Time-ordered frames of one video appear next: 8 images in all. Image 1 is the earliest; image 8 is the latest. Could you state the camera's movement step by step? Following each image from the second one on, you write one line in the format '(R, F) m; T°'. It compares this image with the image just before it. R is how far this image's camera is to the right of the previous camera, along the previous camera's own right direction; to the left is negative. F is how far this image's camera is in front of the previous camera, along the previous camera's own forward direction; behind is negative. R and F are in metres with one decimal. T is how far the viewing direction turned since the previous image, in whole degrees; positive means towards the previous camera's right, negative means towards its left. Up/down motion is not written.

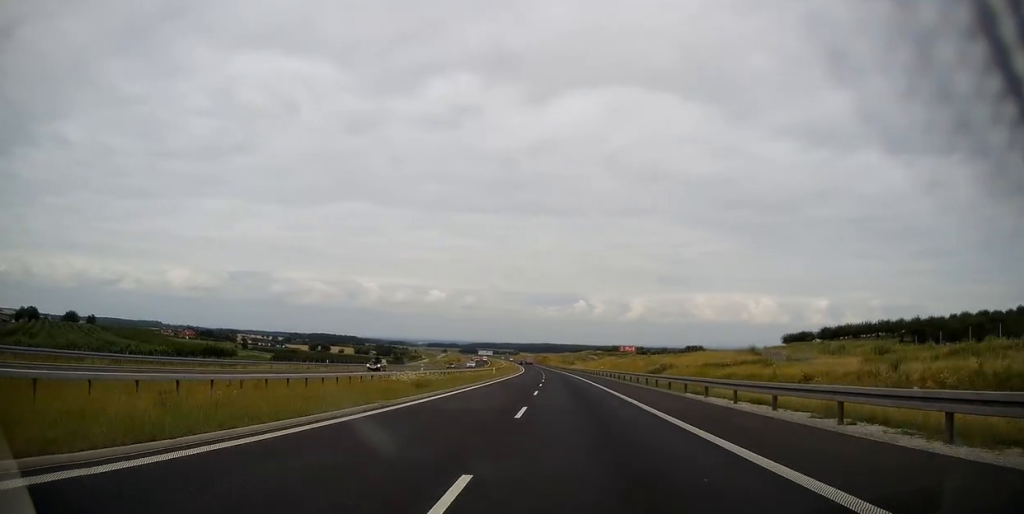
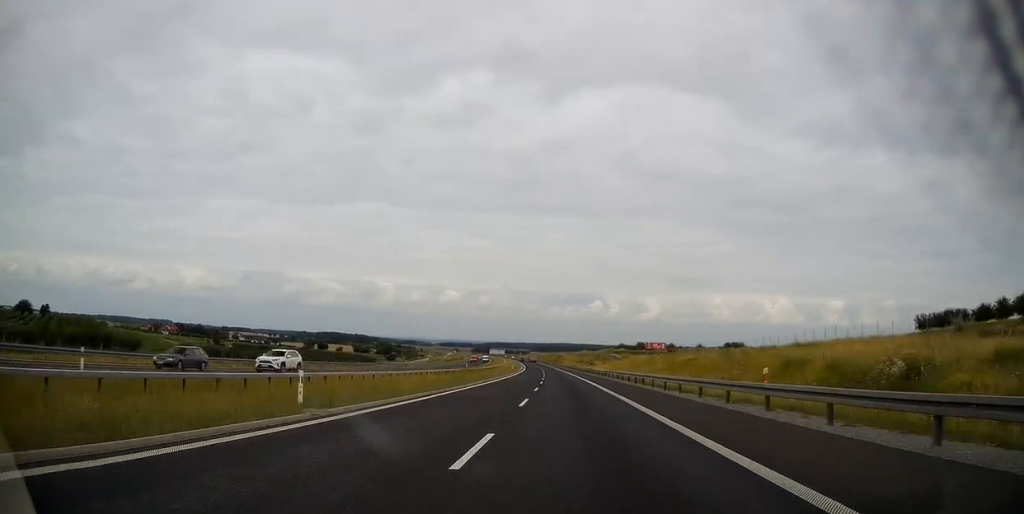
(-0.5, +55.8) m; -1°
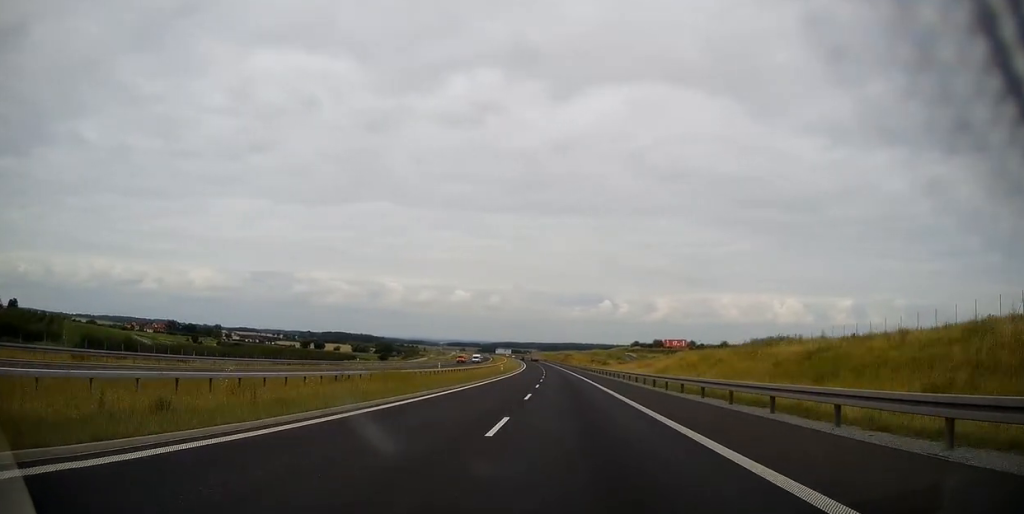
(-0.3, +33.8) m; -1°
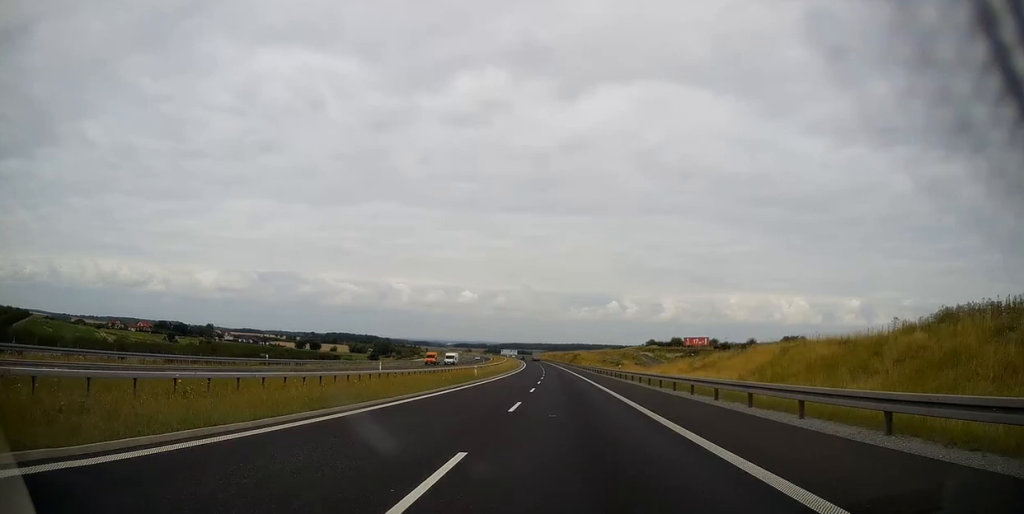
(-0.3, +30.2) m; -1°
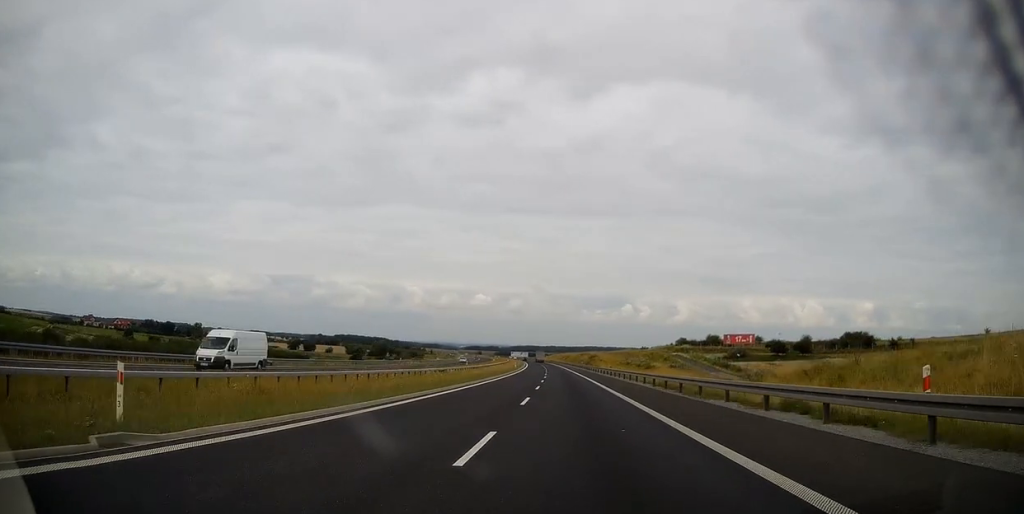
(-0.3, +45.3) m; -1°
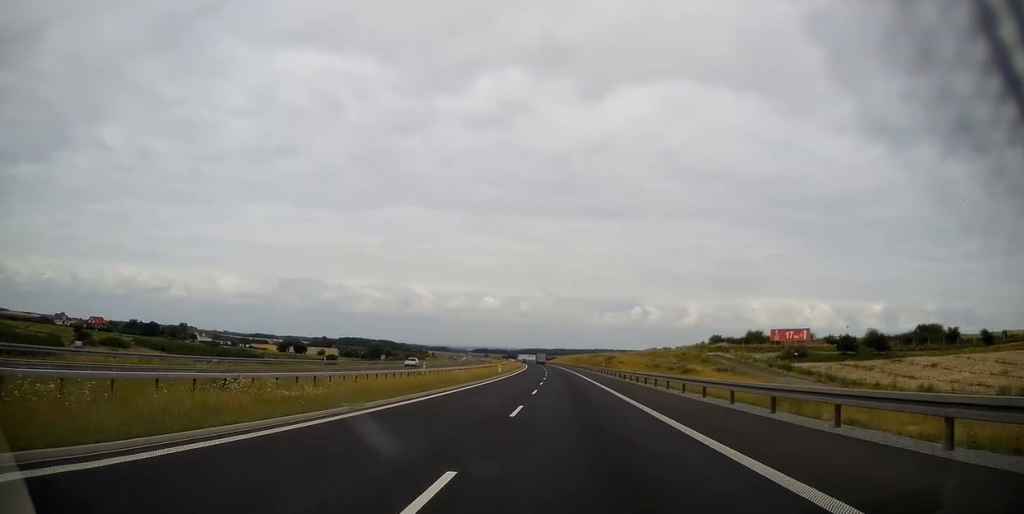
(-0.3, +40.5) m; -1°
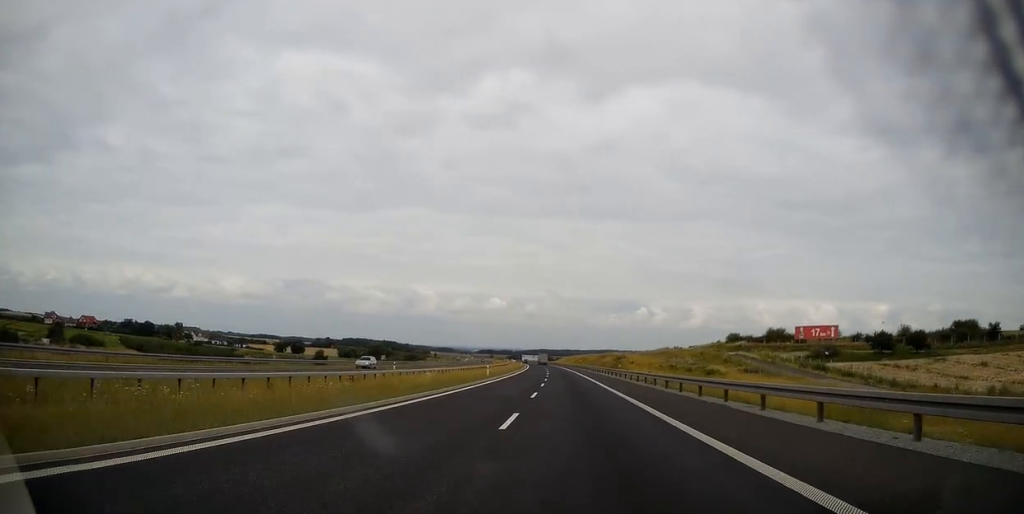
(-0.1, +15.0) m; 0°
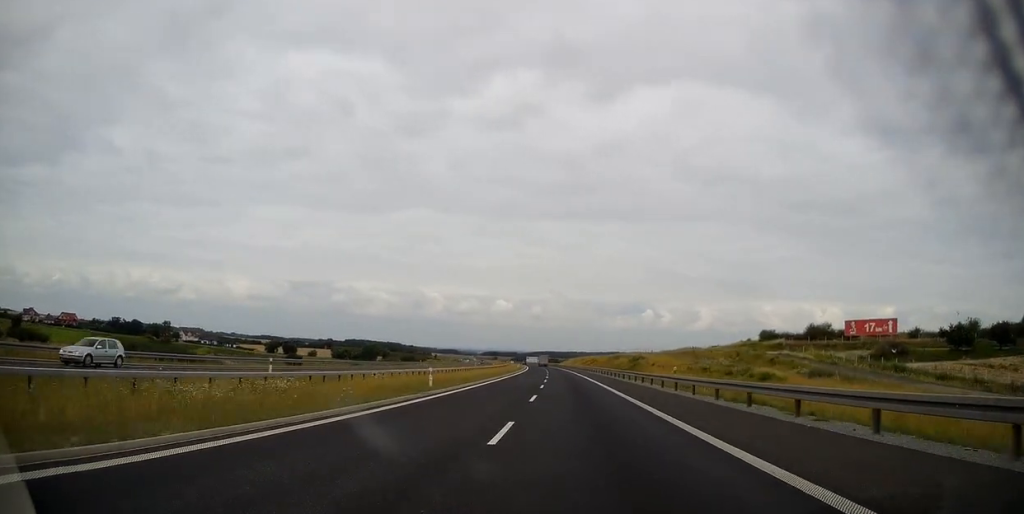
(-0.2, +26.5) m; -1°
